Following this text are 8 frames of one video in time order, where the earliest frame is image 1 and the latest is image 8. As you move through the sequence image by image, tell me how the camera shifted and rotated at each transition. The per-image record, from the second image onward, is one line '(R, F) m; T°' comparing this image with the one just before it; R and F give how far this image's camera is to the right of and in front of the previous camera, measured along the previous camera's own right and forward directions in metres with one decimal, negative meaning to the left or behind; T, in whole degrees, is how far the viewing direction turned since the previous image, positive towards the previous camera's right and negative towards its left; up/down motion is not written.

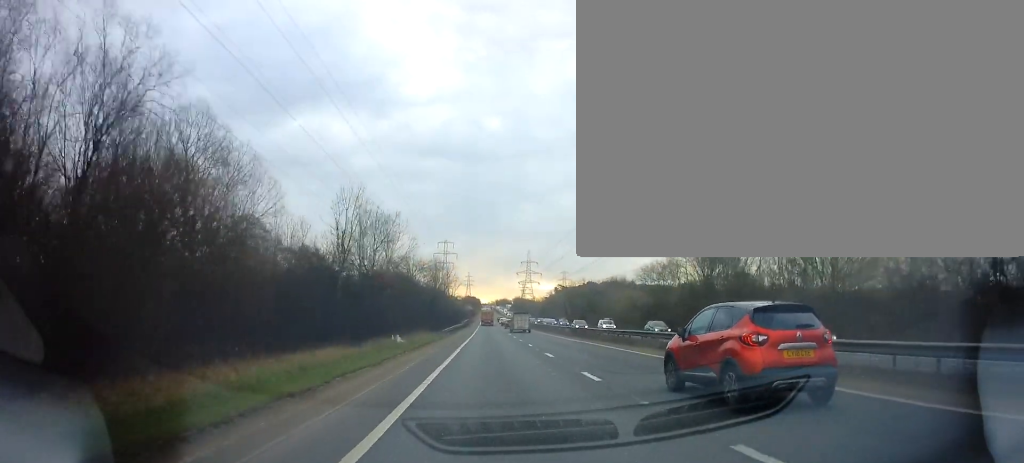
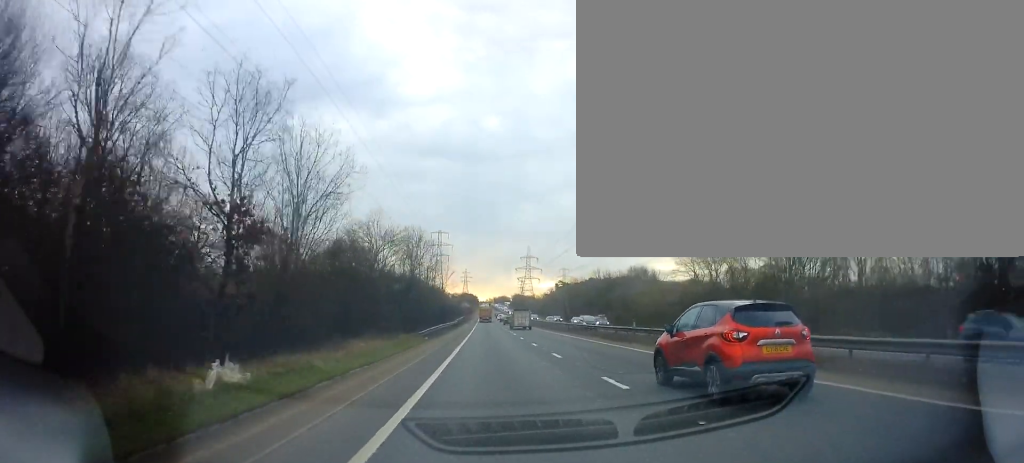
(0.0, +21.5) m; 0°
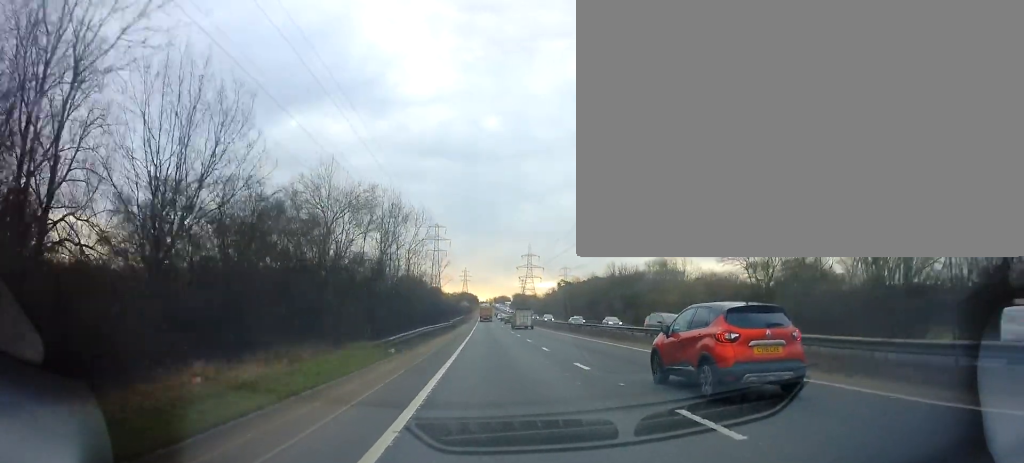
(-0.1, +14.1) m; 0°
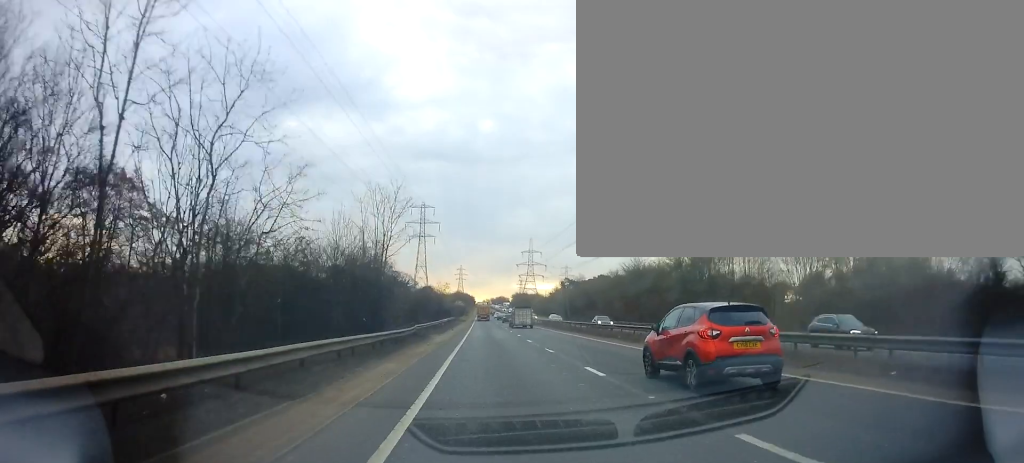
(0.0, +38.4) m; 0°
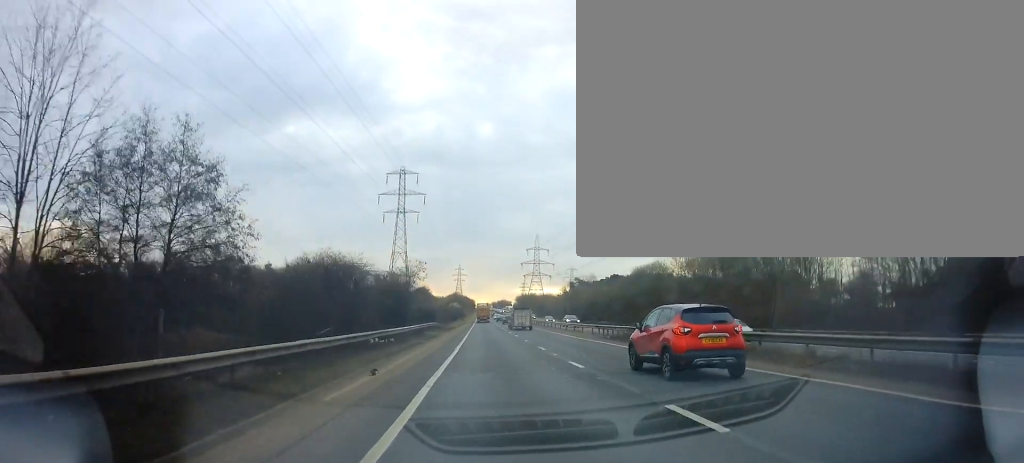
(+0.1, +41.4) m; 0°
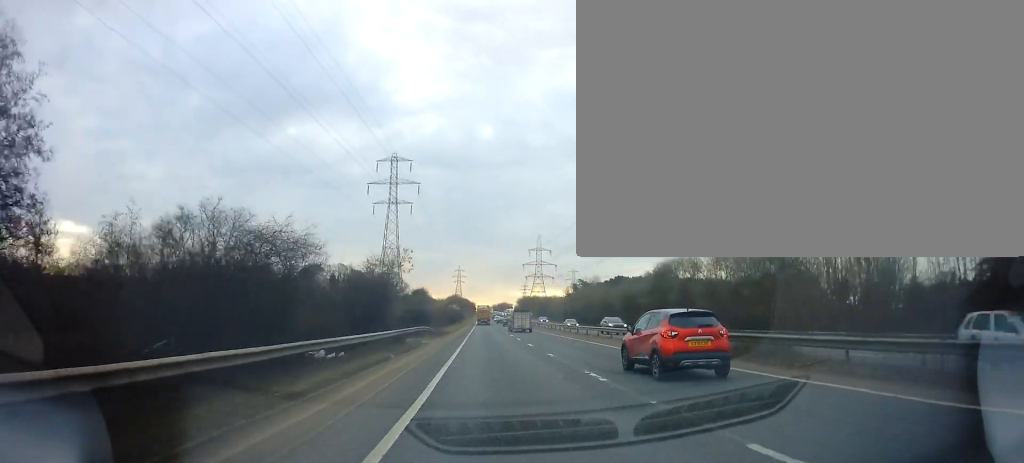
(0.0, +11.3) m; 0°
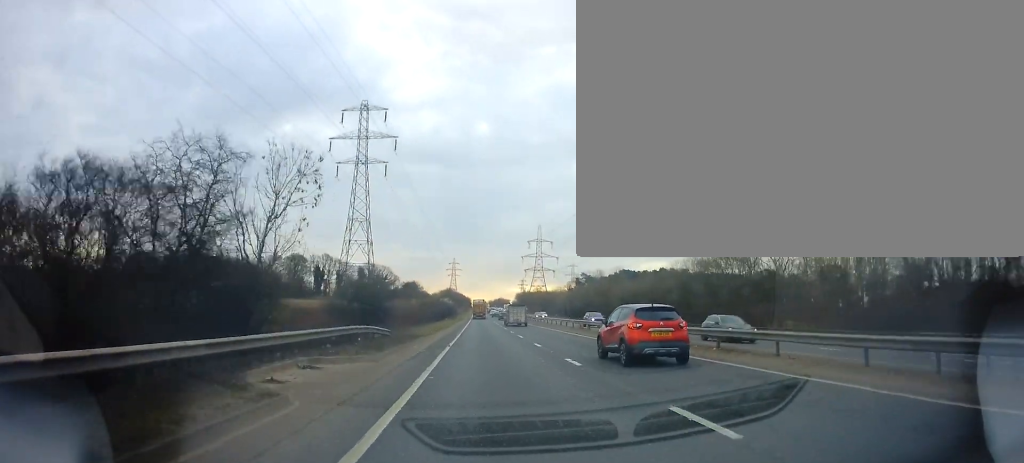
(+0.1, +23.6) m; 0°
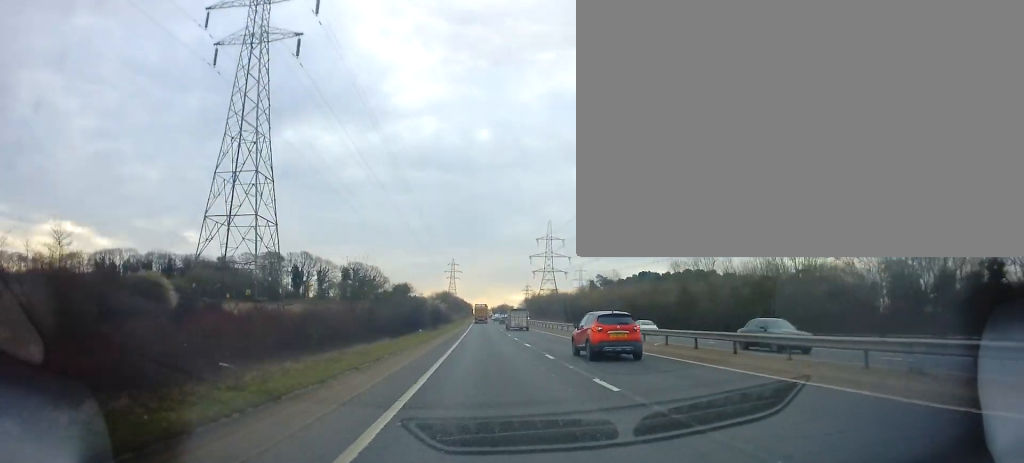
(-0.2, +37.8) m; -1°
